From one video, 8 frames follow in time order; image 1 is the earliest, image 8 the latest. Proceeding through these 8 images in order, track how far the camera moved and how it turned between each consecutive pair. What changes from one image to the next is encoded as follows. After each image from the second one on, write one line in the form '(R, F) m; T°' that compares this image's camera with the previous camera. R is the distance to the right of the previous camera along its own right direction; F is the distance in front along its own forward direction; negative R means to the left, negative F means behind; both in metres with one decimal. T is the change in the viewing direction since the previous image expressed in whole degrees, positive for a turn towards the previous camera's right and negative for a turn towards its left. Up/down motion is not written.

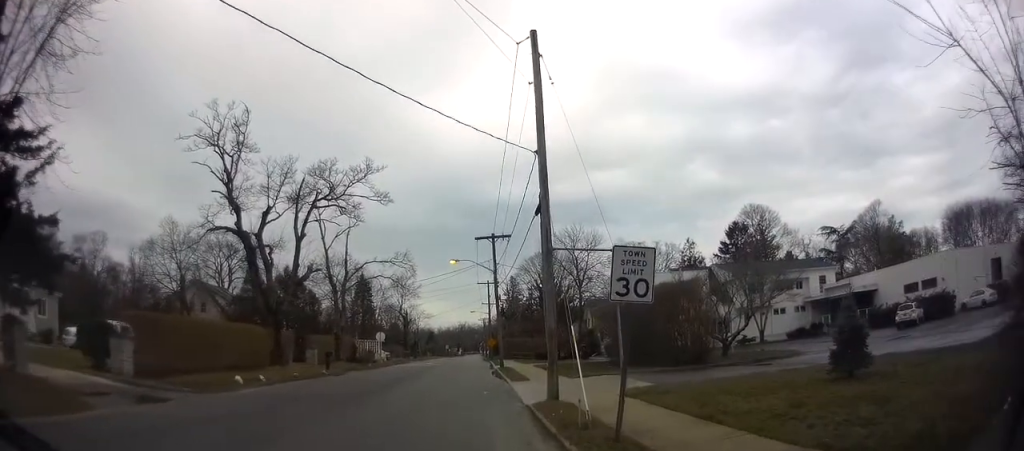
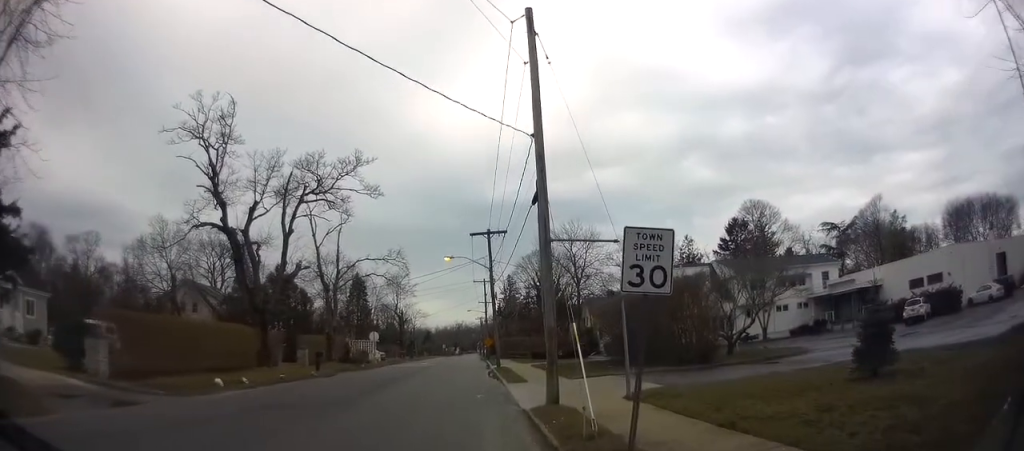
(0.0, +1.6) m; +1°
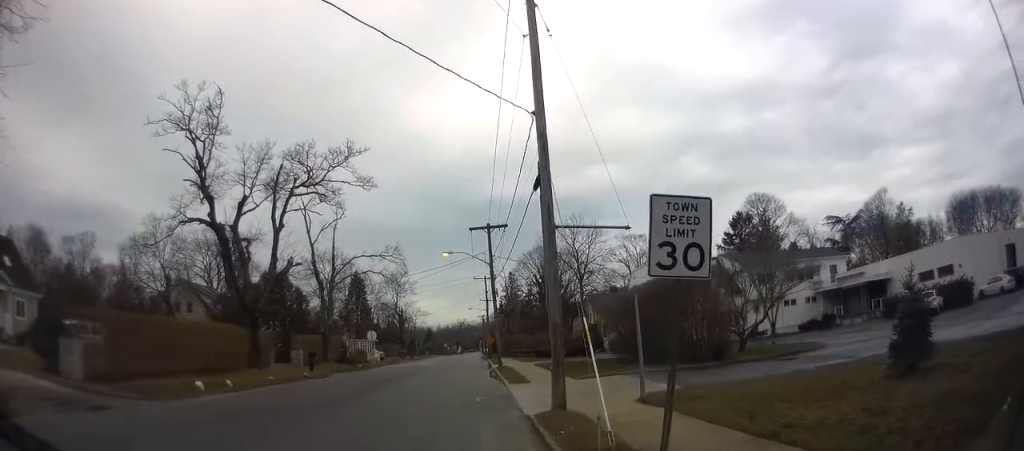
(0.0, +1.6) m; -2°
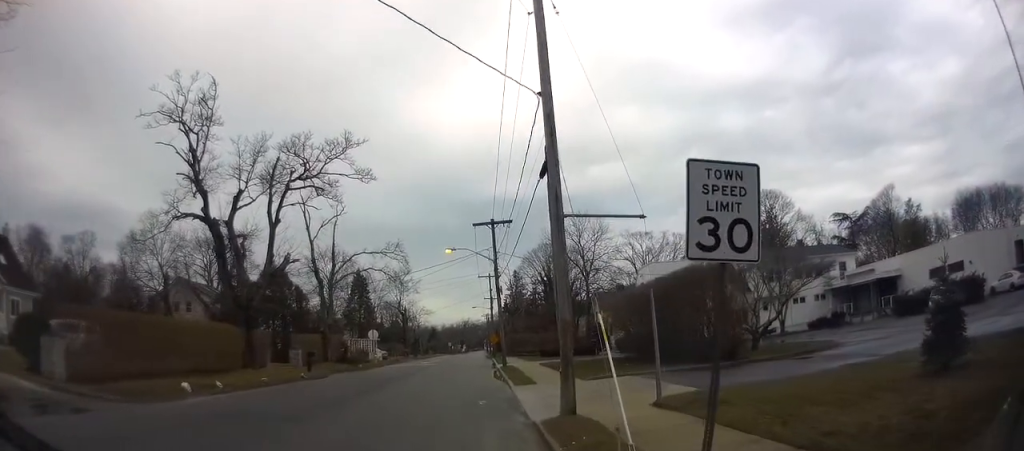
(0.0, +1.2) m; -2°
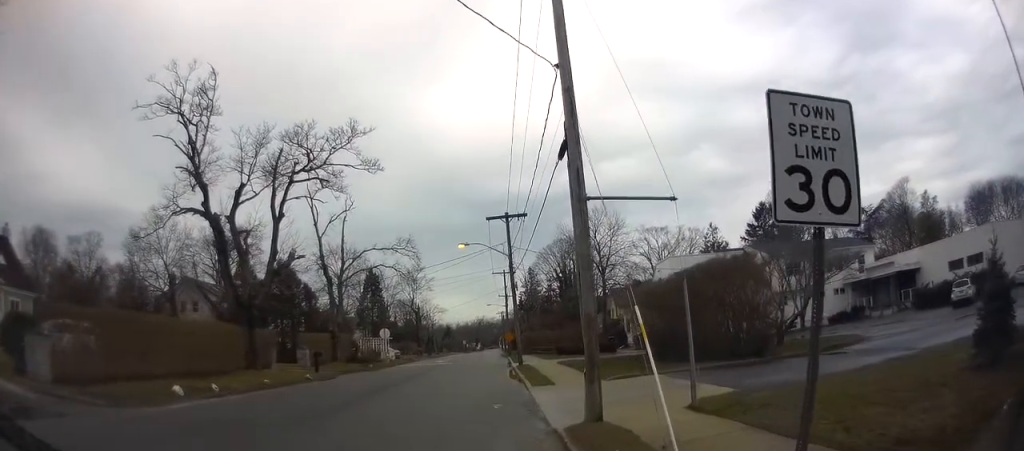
(-0.1, +1.4) m; -3°
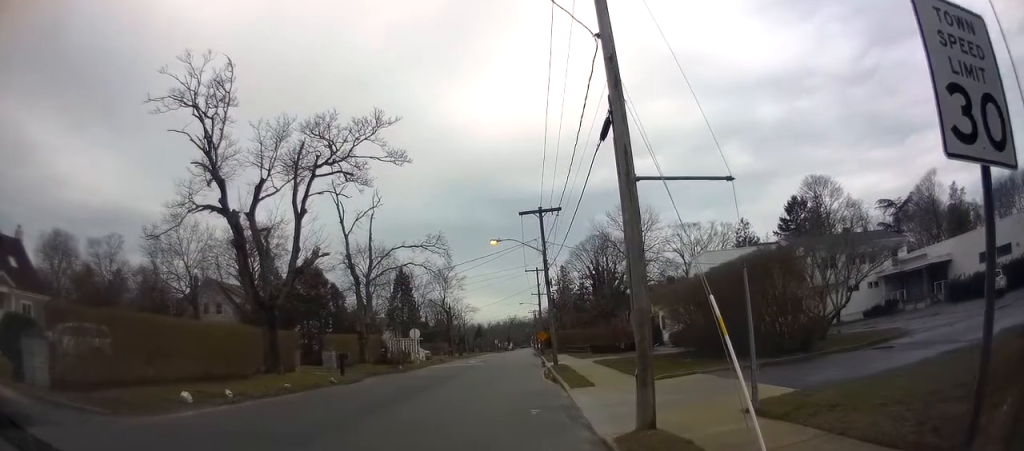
(0.0, +1.6) m; 0°
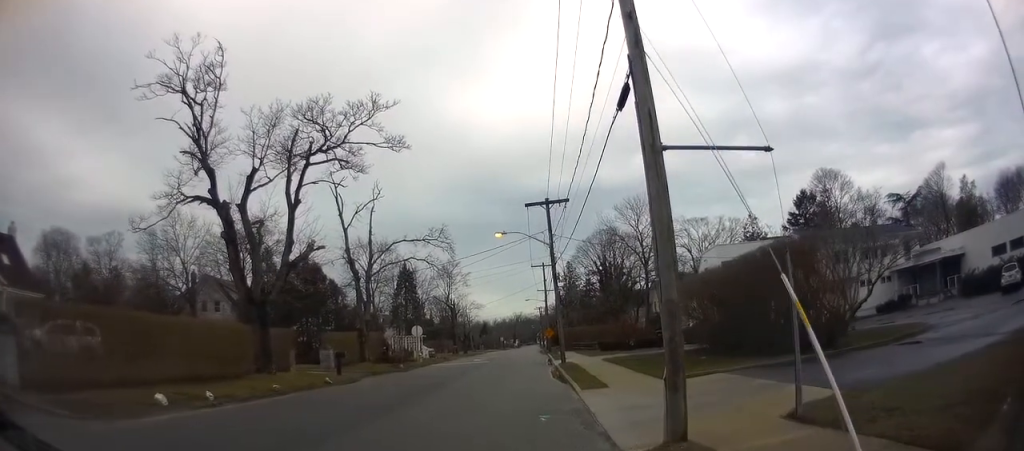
(+0.1, +1.1) m; 0°
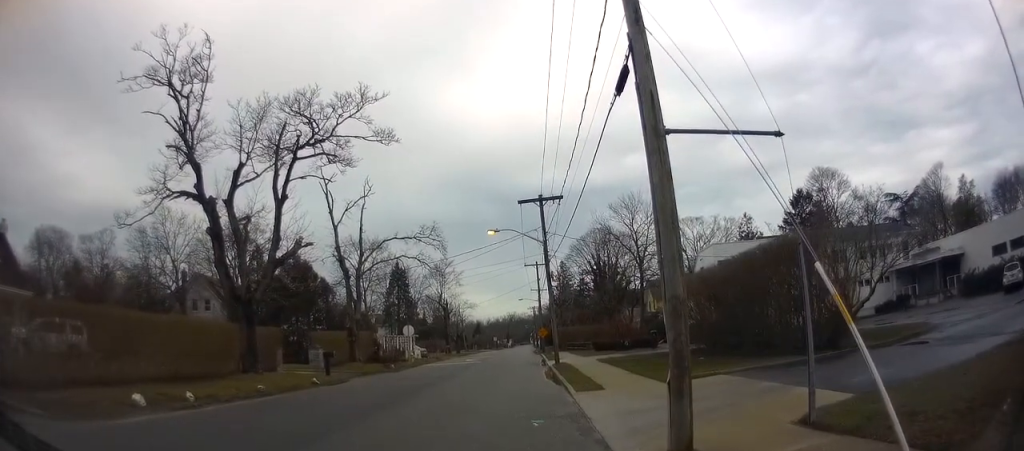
(+0.4, +1.2) m; 0°
